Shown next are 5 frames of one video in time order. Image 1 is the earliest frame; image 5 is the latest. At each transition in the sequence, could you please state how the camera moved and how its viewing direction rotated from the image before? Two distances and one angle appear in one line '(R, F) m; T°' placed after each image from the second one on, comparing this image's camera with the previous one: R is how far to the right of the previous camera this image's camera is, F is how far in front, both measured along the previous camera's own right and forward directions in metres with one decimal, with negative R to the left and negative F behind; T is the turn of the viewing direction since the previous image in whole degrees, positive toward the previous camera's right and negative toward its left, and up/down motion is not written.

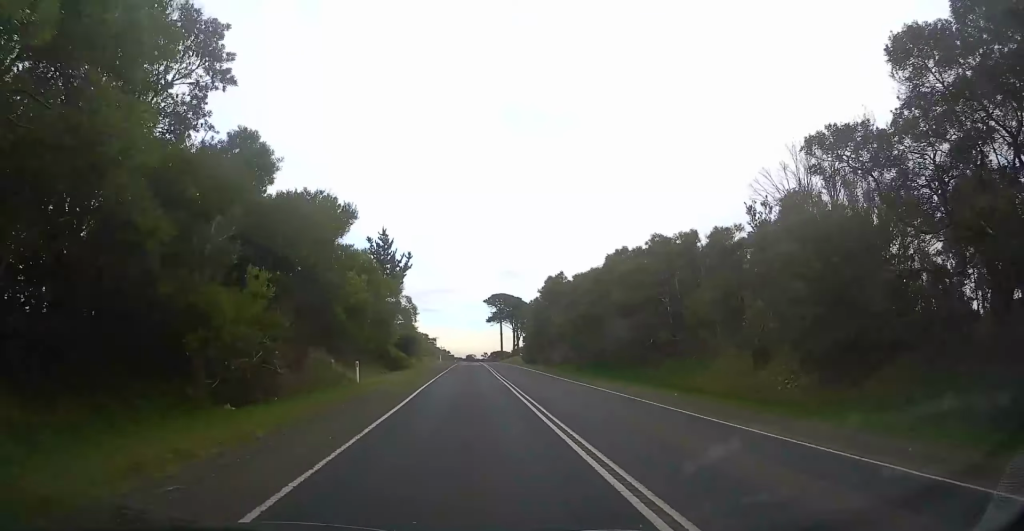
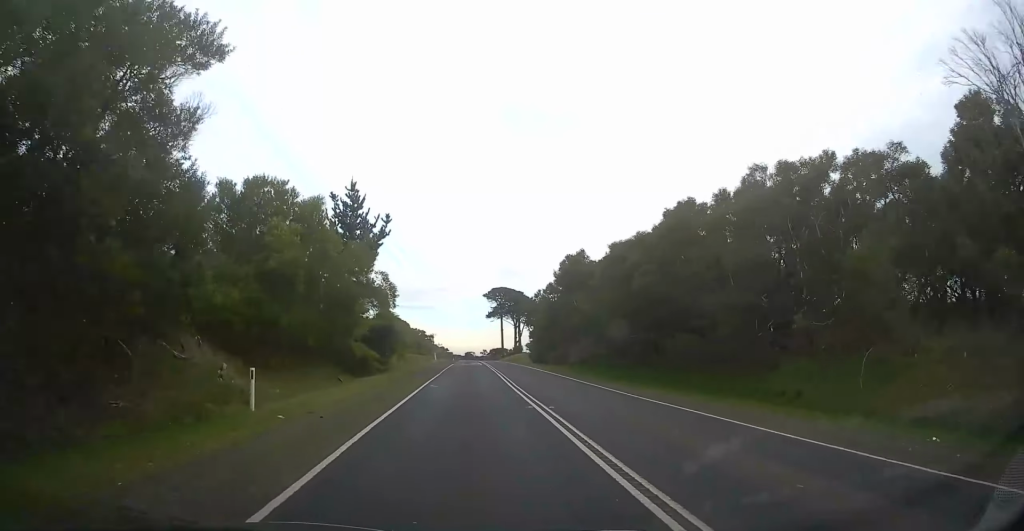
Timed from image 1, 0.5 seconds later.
(0.0, +12.7) m; 0°
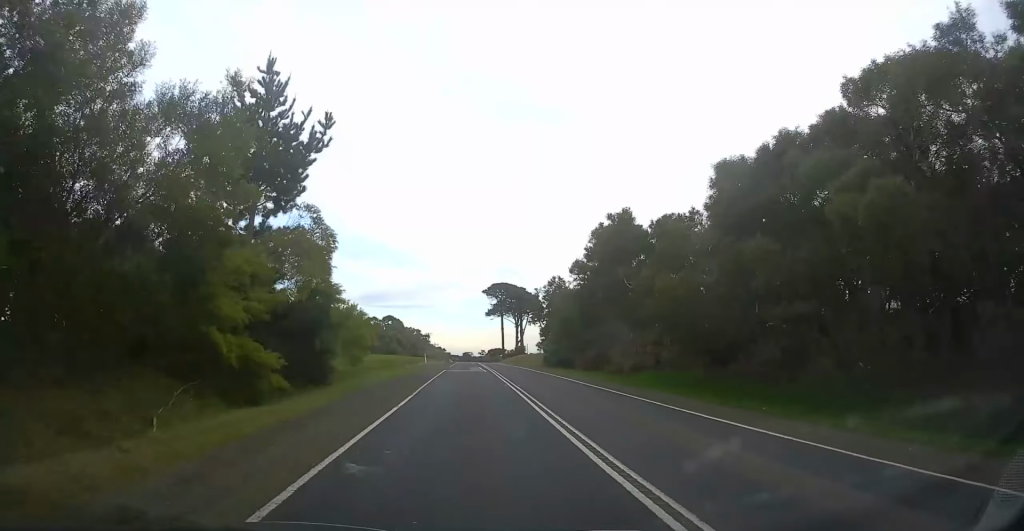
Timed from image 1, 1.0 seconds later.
(0.0, +15.8) m; 0°
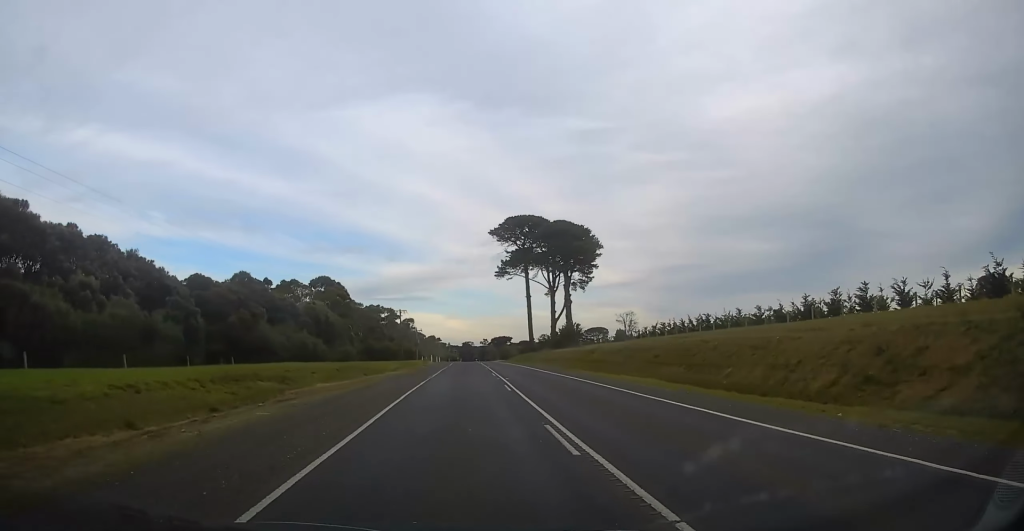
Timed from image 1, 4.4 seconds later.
(0.0, +90.9) m; -1°
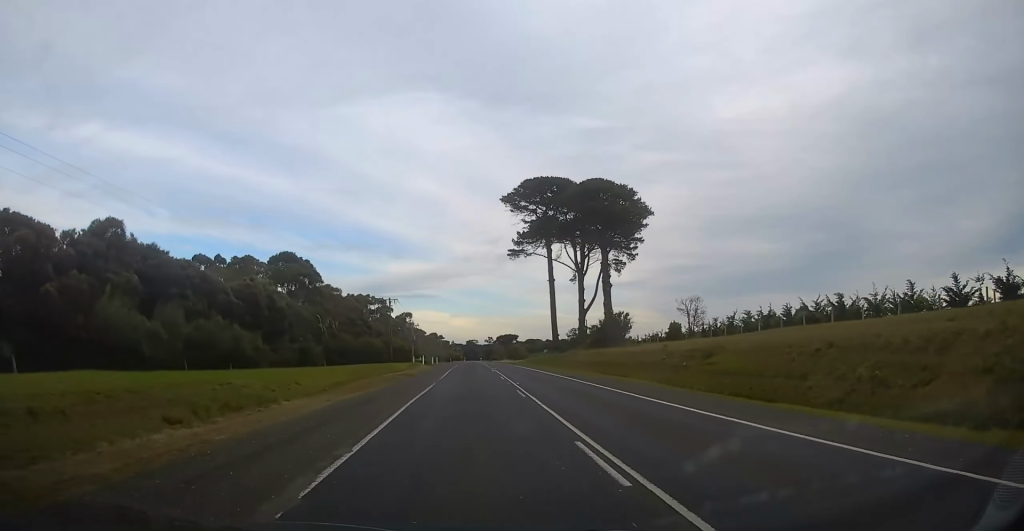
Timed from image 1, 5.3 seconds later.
(-0.3, +25.9) m; -1°
